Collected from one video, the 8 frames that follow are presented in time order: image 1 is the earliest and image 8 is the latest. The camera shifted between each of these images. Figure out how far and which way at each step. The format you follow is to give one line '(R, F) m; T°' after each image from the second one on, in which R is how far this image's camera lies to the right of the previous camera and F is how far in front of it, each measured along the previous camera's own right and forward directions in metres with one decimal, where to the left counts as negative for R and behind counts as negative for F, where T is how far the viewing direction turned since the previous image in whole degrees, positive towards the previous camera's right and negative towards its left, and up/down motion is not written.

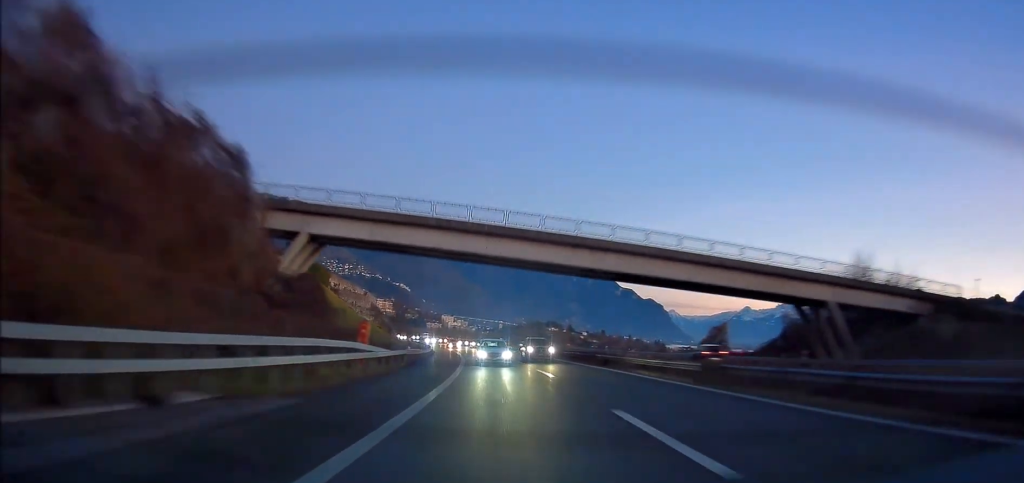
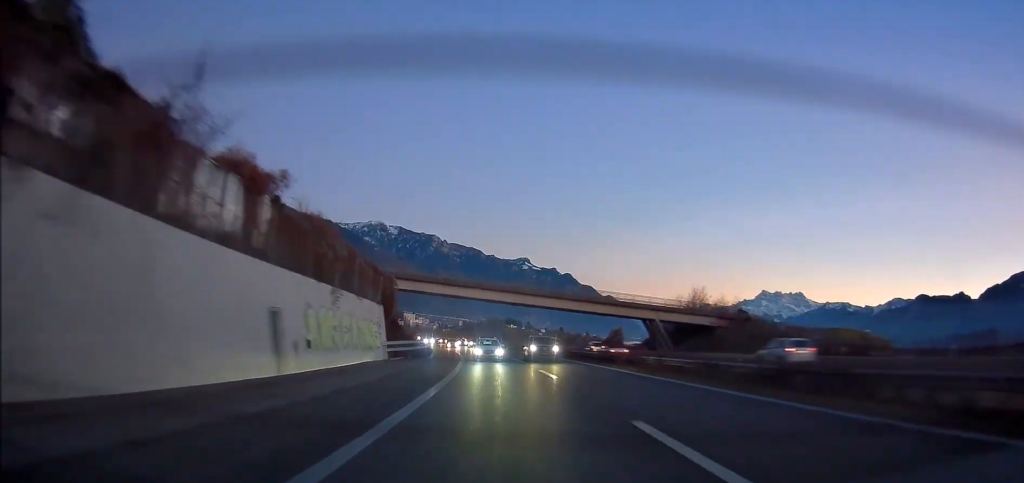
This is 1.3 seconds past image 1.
(+1.0, +34.1) m; +3°
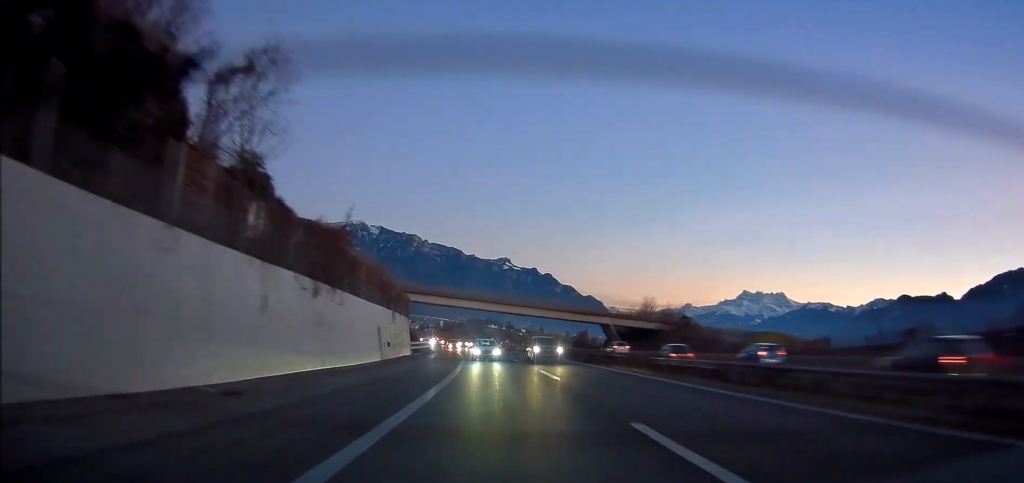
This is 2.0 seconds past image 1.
(+0.3, +17.8) m; +2°
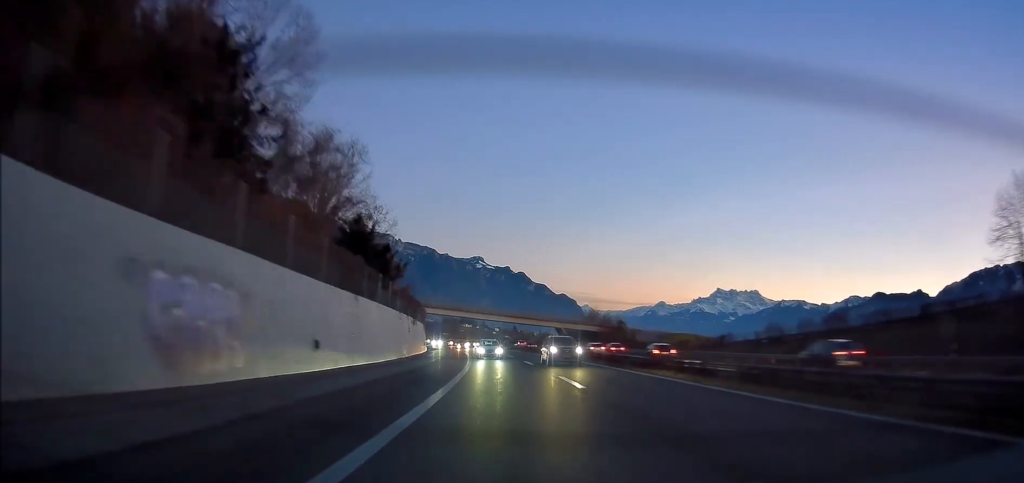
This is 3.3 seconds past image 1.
(+0.8, +31.3) m; +3°
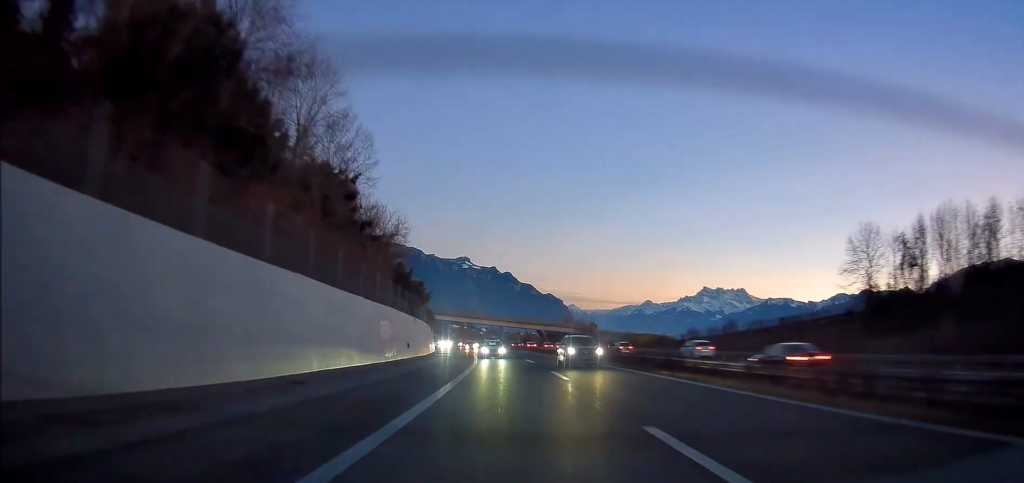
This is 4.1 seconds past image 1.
(+0.5, +21.4) m; +2°
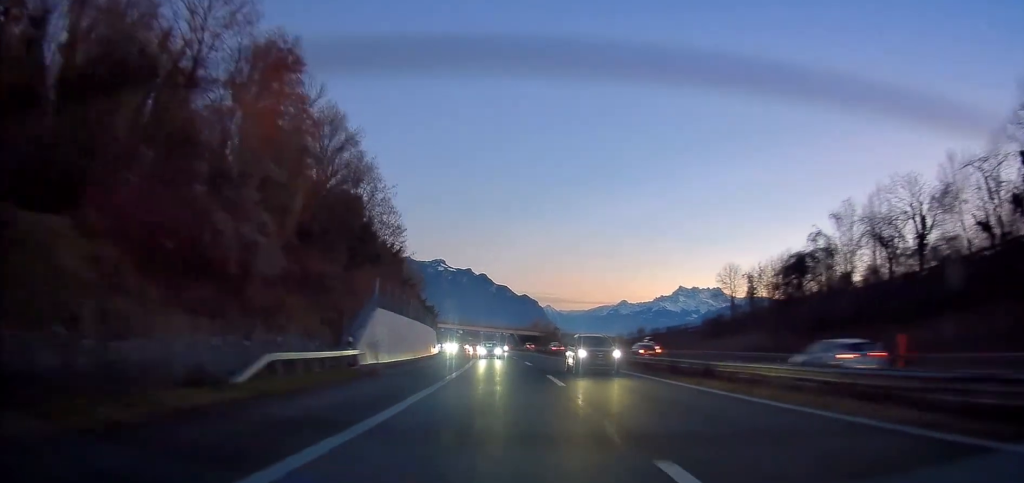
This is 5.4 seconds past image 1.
(+0.8, +33.7) m; +2°
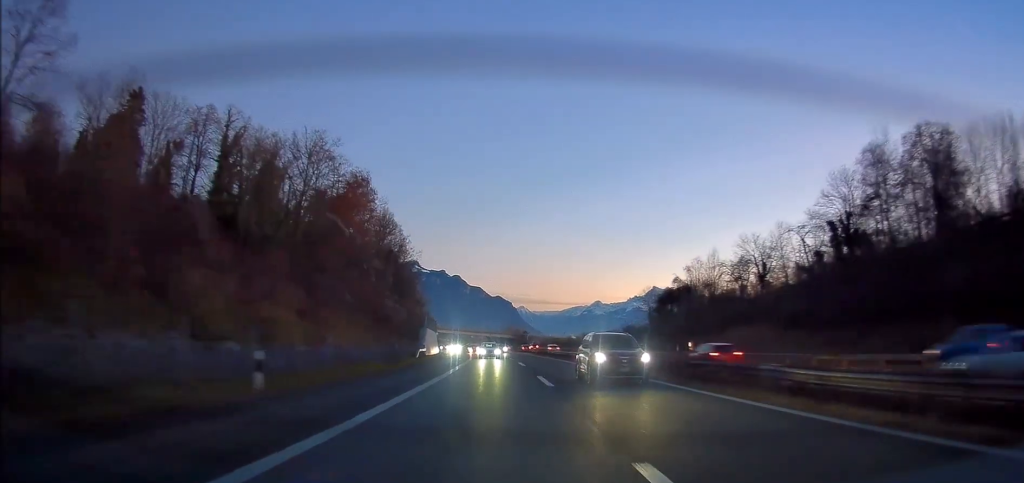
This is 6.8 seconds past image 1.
(+0.5, +36.4) m; +2°
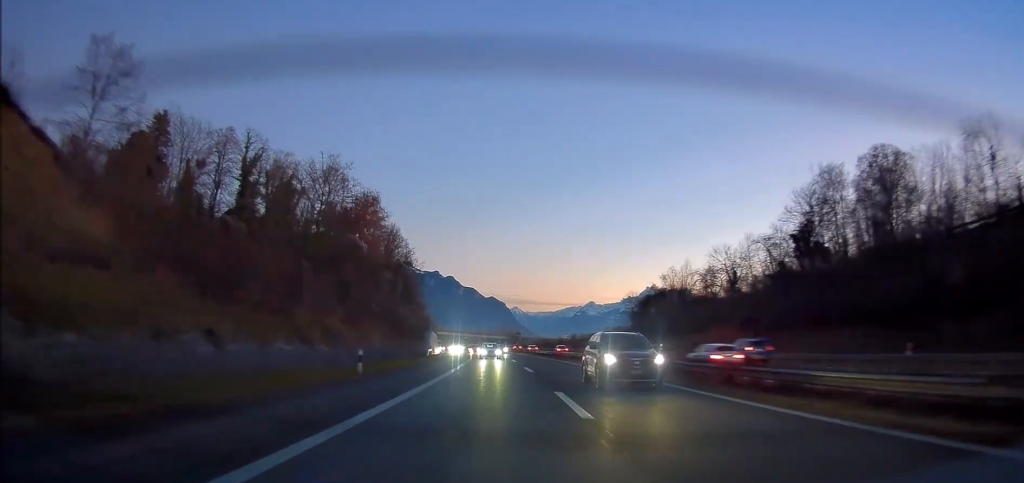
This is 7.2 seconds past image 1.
(0.0, +10.4) m; +1°
